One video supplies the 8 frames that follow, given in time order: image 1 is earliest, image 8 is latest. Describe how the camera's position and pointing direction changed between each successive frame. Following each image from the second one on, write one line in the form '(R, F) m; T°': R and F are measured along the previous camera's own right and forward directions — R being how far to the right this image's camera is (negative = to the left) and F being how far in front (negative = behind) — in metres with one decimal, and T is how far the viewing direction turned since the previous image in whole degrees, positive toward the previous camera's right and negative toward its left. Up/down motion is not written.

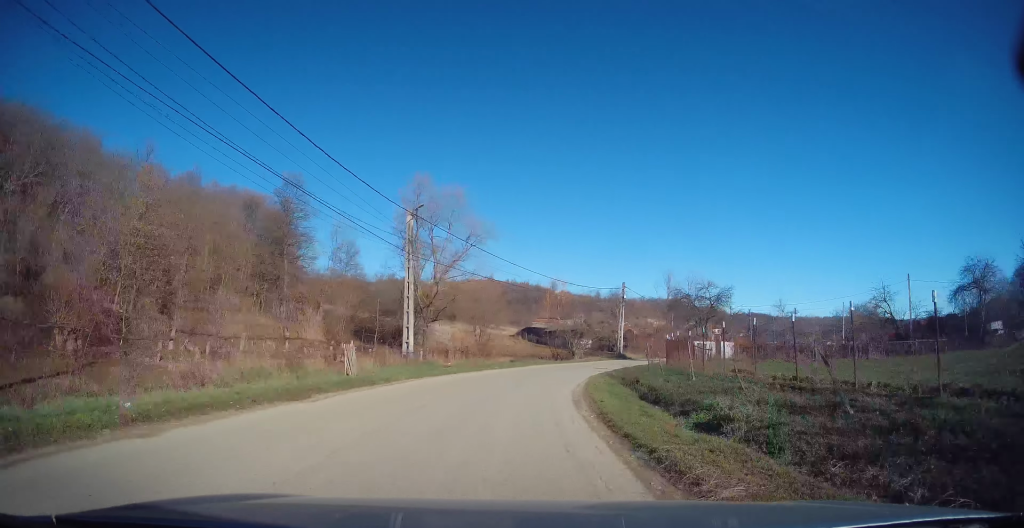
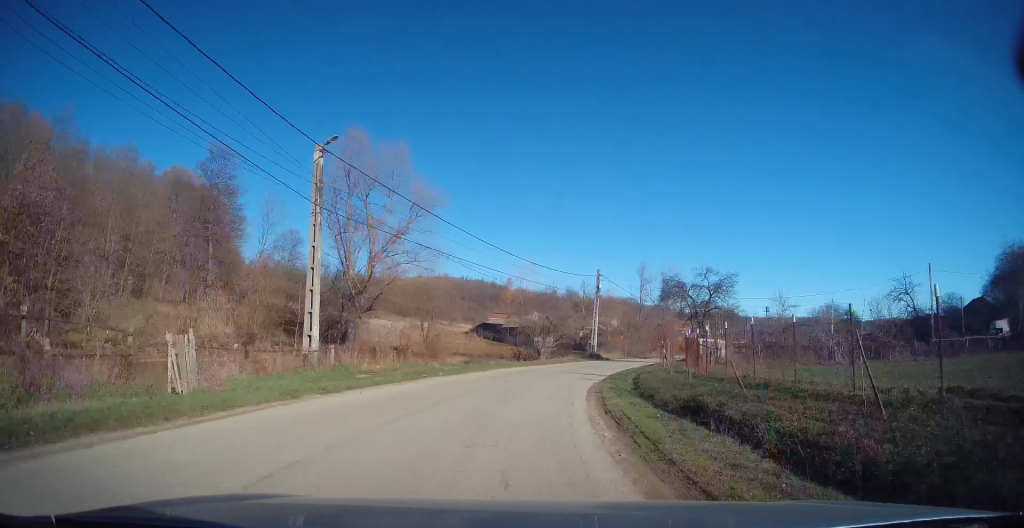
(0.0, +8.7) m; +4°
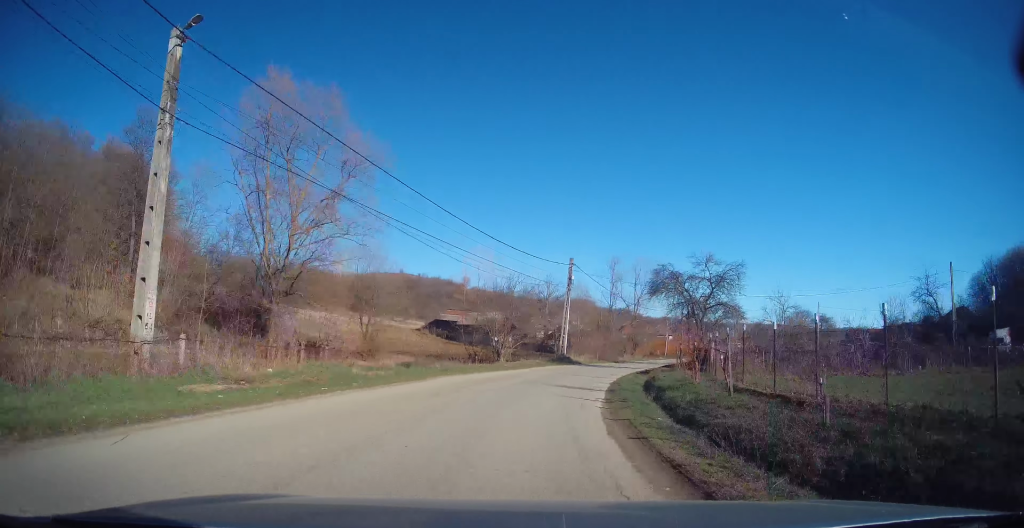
(+0.3, +7.5) m; +6°
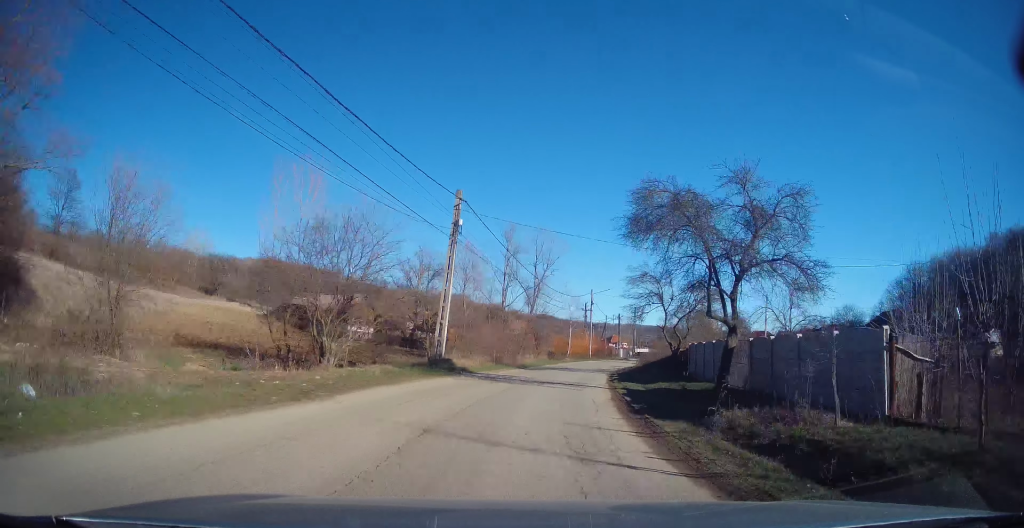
(+2.1, +17.4) m; +13°
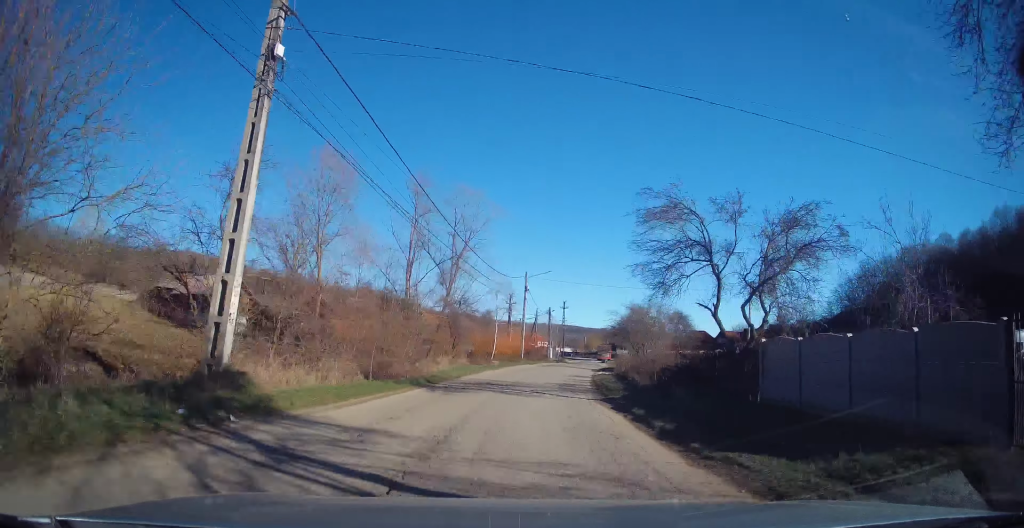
(+1.1, +14.8) m; +8°
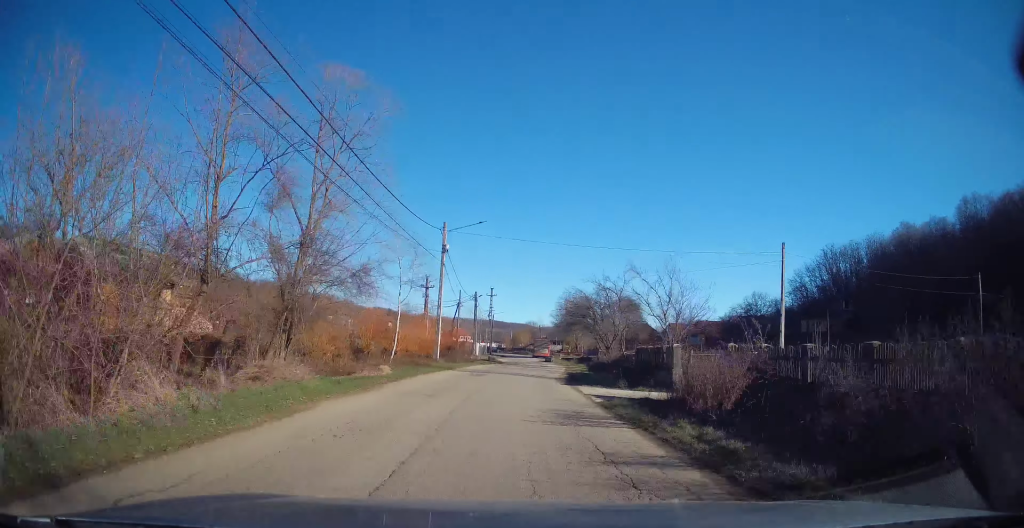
(+1.4, +18.0) m; +9°
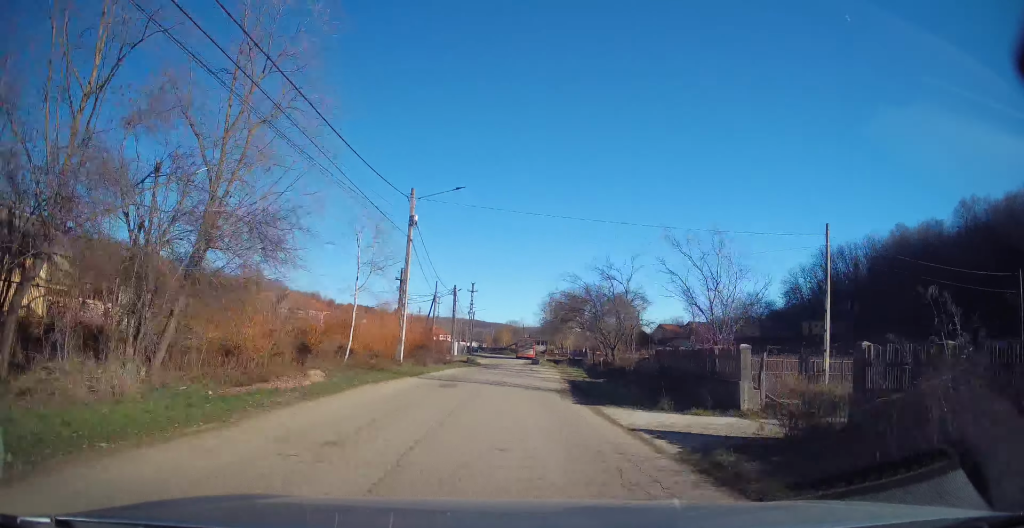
(+0.4, +6.7) m; +2°
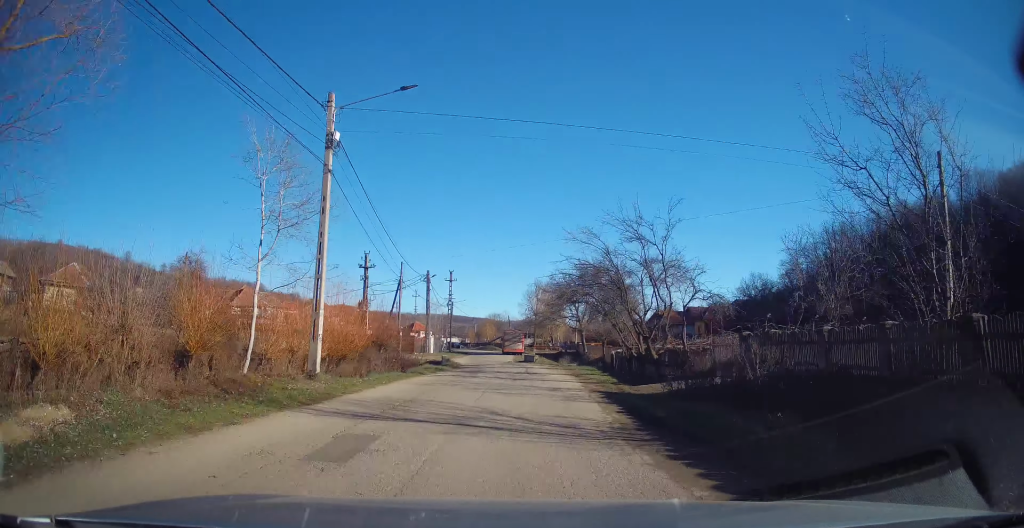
(+0.5, +9.8) m; +3°
